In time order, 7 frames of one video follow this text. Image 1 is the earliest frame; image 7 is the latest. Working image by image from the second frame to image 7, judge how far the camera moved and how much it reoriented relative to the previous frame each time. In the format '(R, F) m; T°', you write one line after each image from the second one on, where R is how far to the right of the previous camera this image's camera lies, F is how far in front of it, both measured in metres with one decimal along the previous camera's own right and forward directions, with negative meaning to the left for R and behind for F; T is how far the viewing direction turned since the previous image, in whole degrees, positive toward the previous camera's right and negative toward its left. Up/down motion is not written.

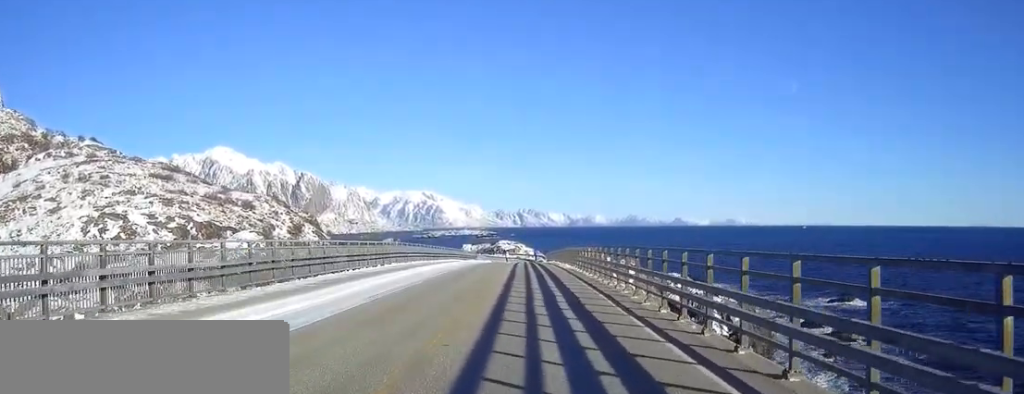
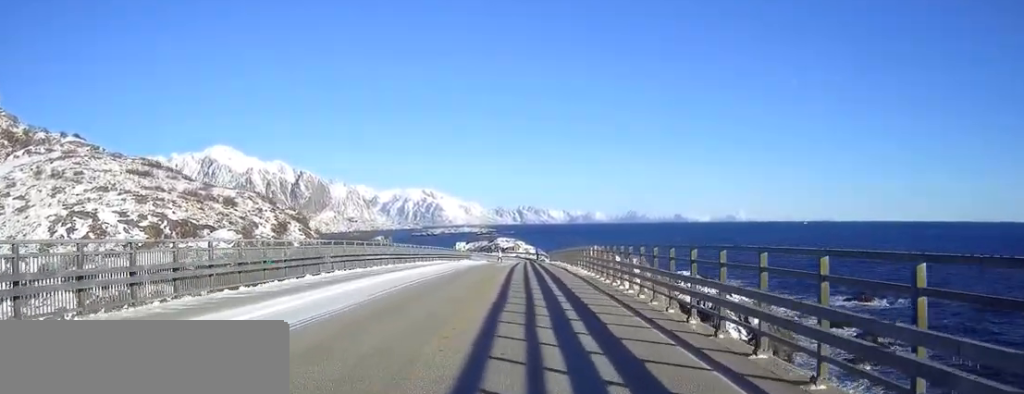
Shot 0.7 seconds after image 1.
(0.0, +12.6) m; 0°
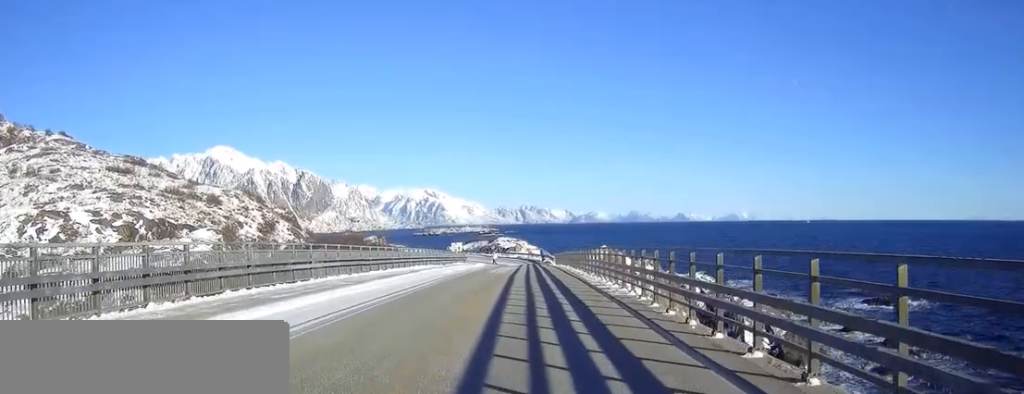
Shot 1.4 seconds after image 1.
(0.0, +11.3) m; 0°
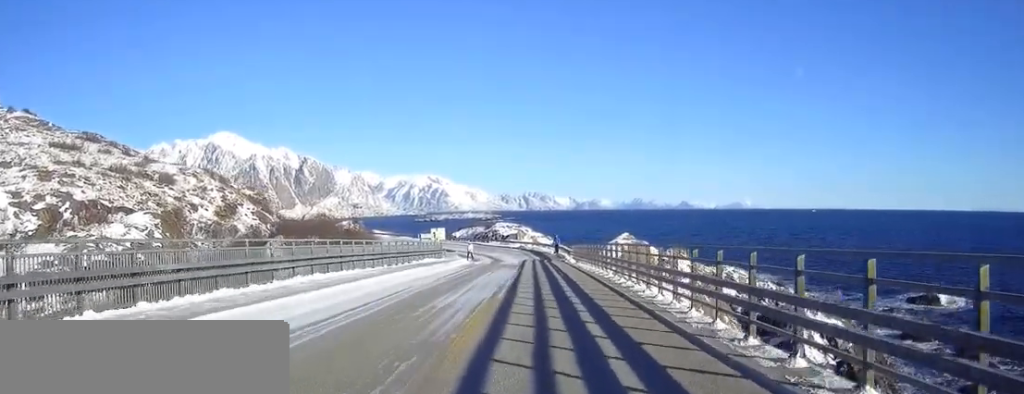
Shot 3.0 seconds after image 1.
(+0.1, +26.2) m; 0°
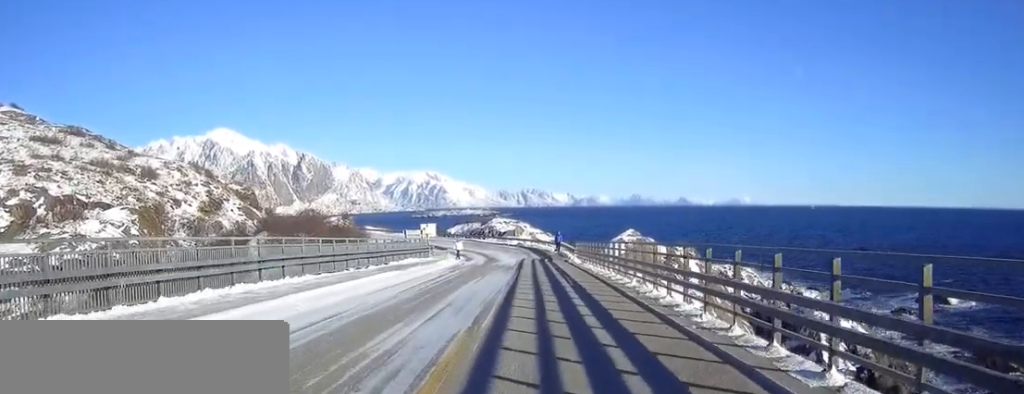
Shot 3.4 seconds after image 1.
(0.0, +6.9) m; 0°
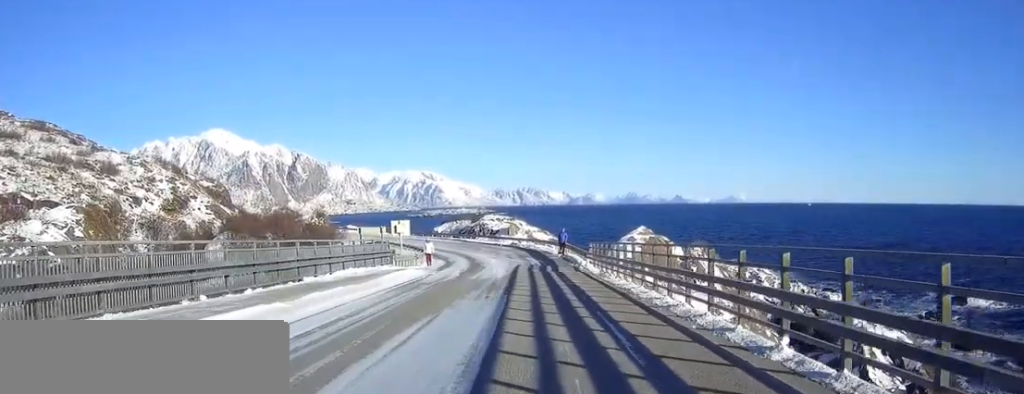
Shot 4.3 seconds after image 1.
(0.0, +14.0) m; 0°
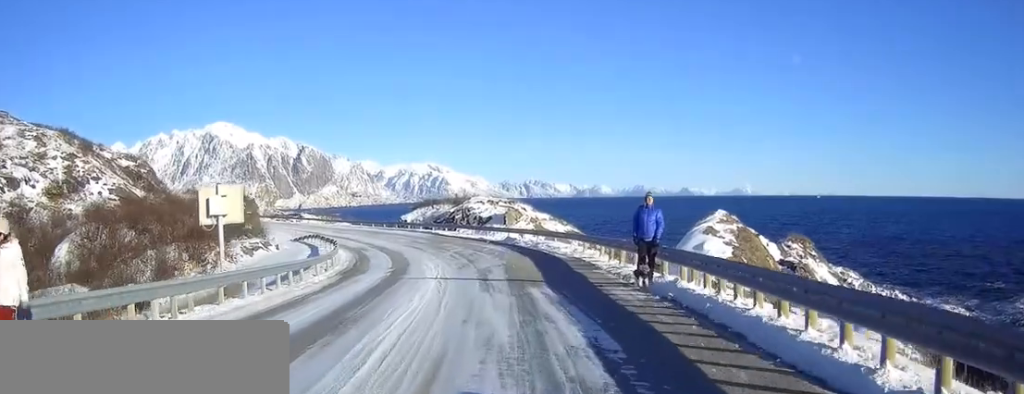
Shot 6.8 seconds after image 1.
(-0.4, +36.5) m; -2°
